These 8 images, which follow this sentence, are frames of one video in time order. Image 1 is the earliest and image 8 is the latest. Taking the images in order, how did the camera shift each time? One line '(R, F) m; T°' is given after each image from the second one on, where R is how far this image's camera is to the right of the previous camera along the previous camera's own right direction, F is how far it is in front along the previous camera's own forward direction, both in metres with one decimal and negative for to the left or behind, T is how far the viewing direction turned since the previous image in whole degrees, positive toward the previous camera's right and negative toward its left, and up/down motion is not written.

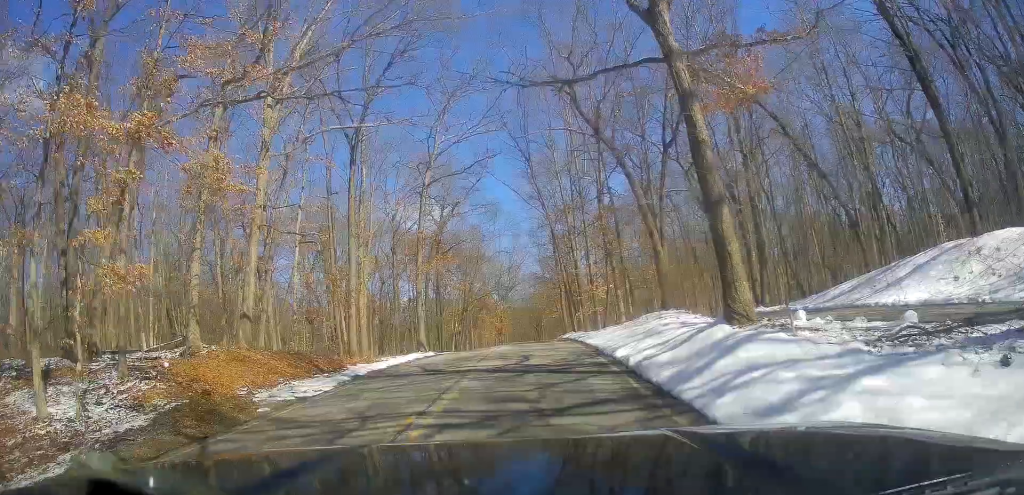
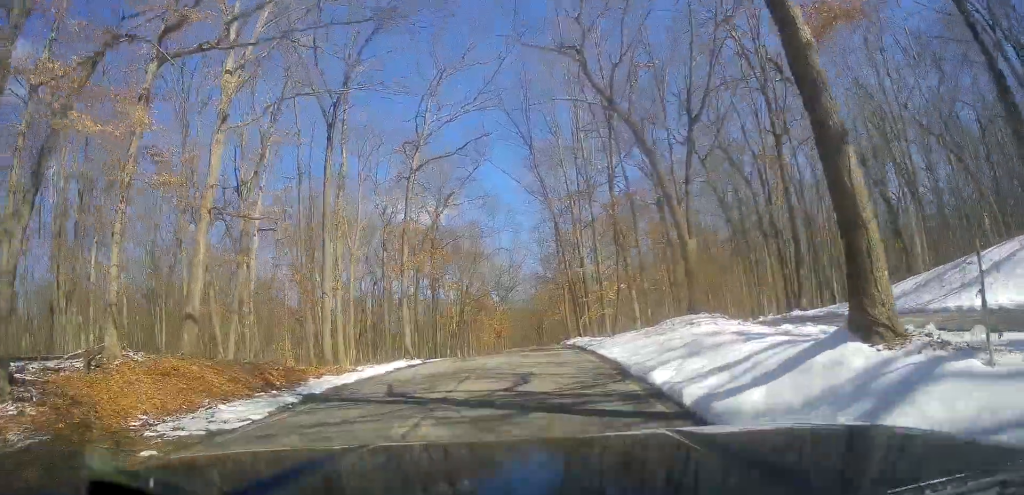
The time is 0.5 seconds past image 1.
(-0.3, +4.8) m; -1°
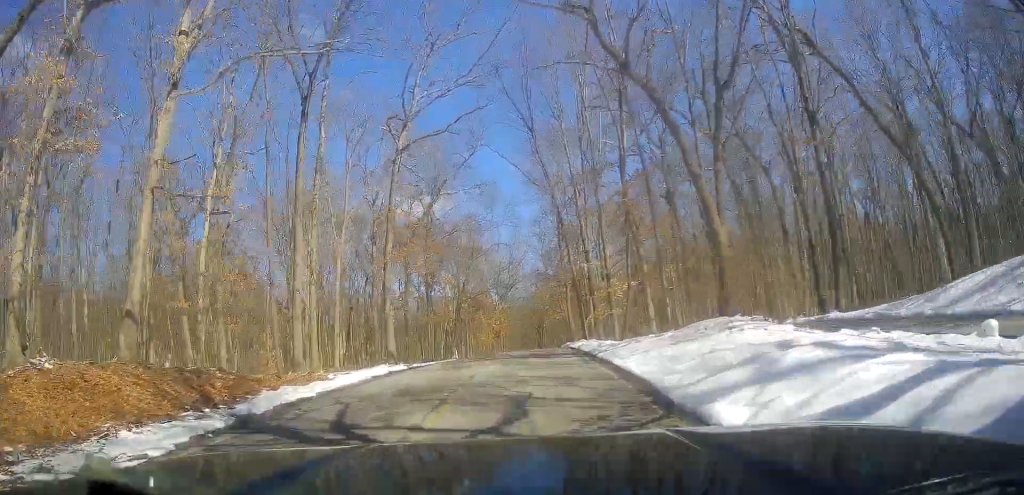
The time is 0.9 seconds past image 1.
(-0.2, +4.1) m; -1°
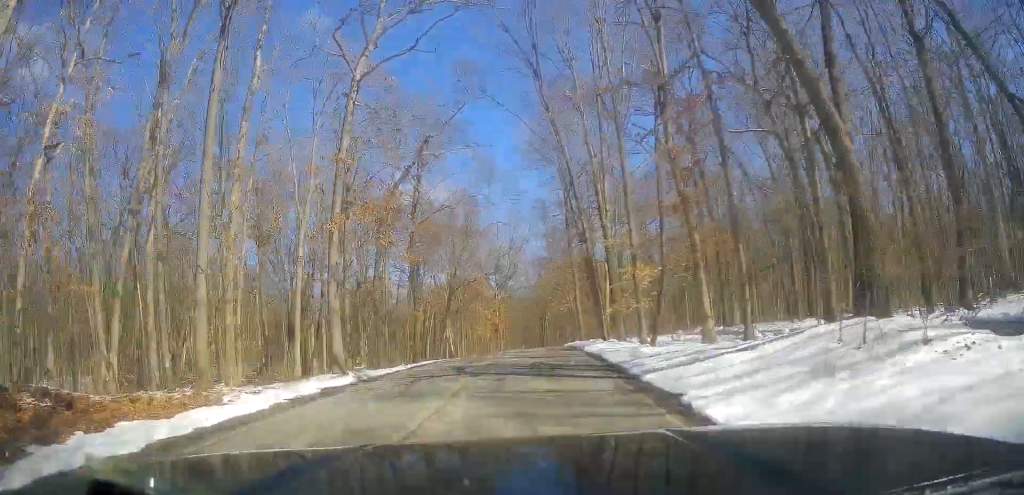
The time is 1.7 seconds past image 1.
(+0.2, +8.8) m; 0°
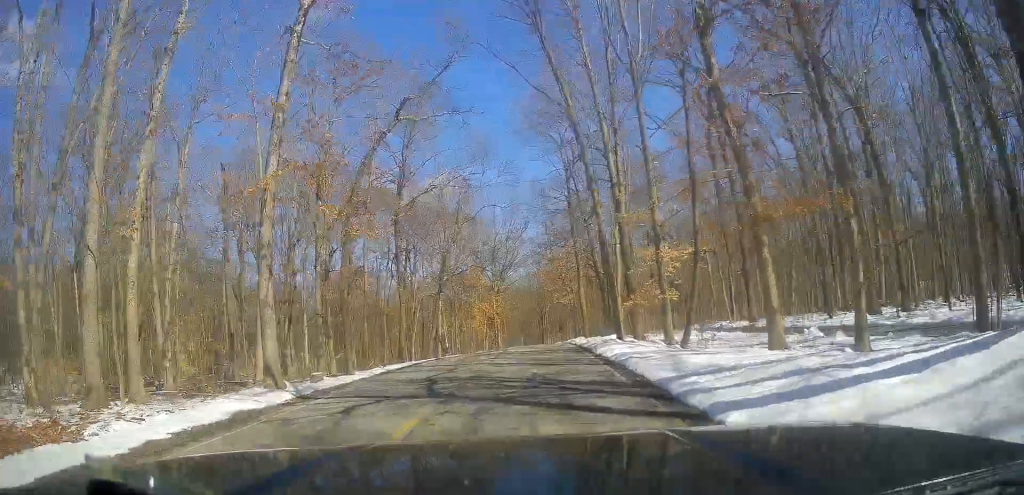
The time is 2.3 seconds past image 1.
(0.0, +5.7) m; +1°
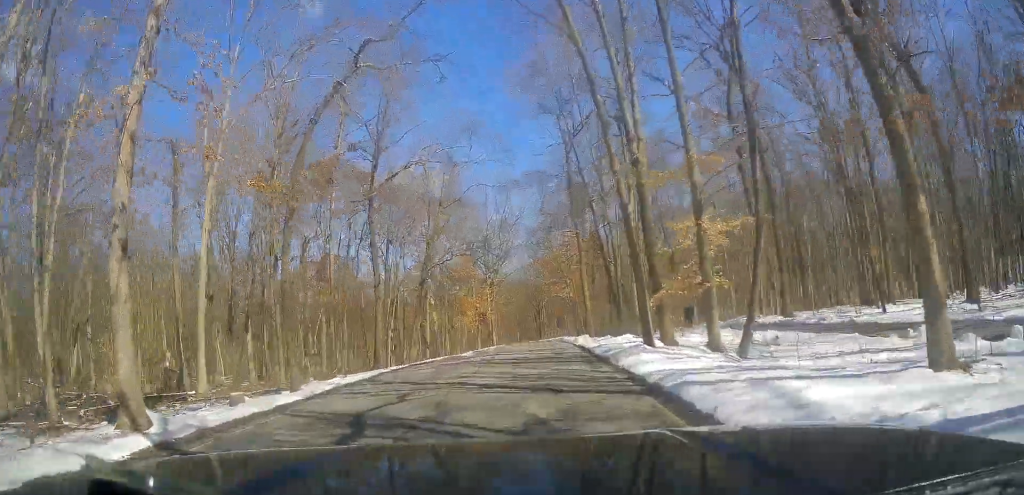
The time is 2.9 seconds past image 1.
(-0.2, +6.4) m; +2°
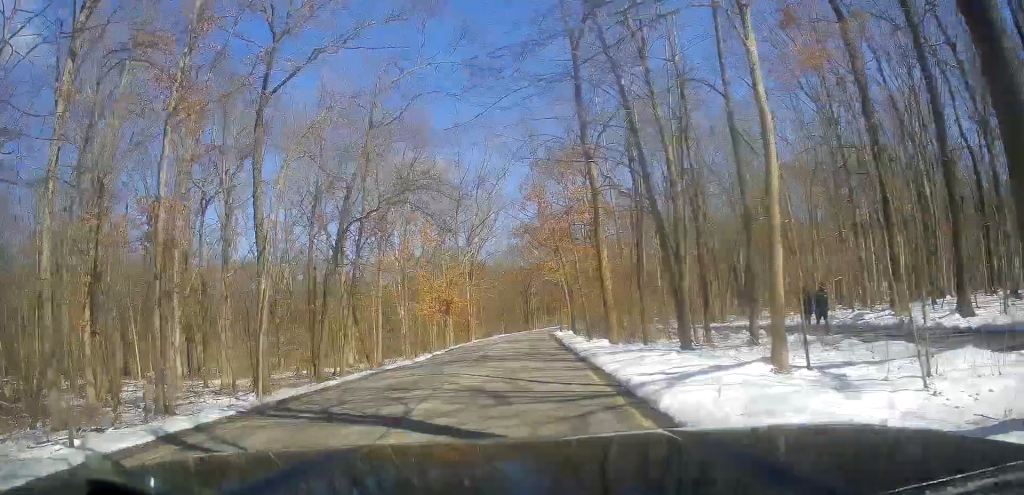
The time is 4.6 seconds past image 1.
(+0.7, +16.6) m; +1°
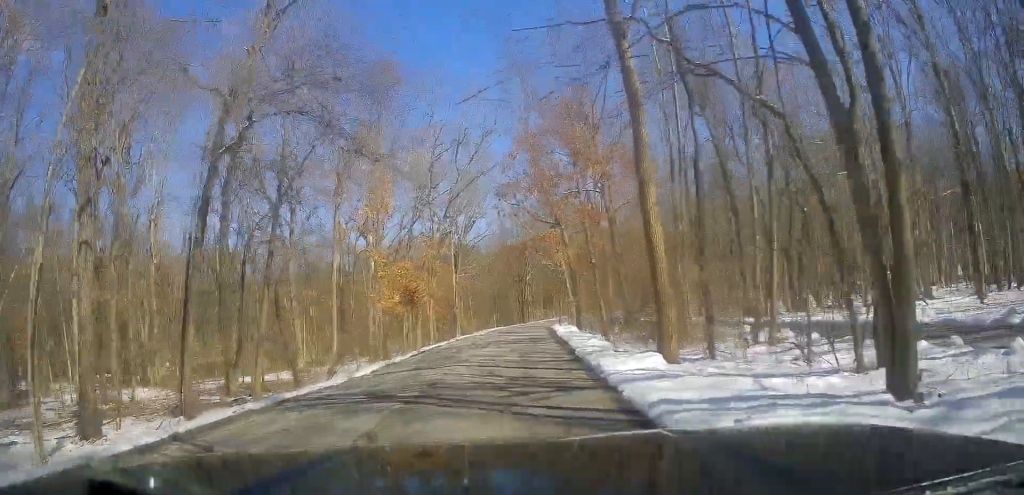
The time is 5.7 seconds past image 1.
(-0.2, +11.2) m; -1°
